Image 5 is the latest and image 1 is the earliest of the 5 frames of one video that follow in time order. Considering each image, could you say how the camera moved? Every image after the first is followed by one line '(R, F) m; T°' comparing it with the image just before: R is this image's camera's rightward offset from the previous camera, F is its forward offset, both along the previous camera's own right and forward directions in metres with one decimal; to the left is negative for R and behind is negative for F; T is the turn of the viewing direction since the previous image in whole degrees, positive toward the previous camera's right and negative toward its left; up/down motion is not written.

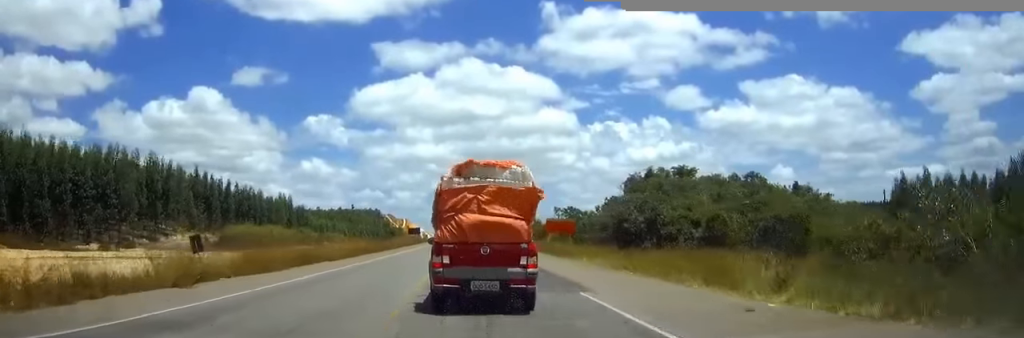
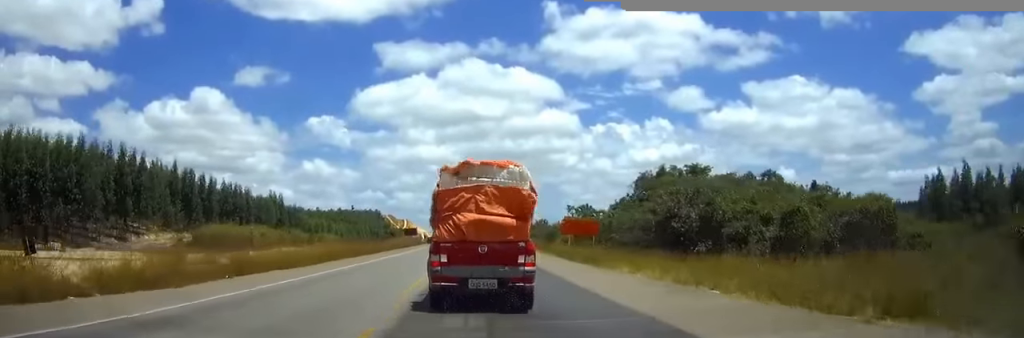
(0.0, +8.3) m; 0°
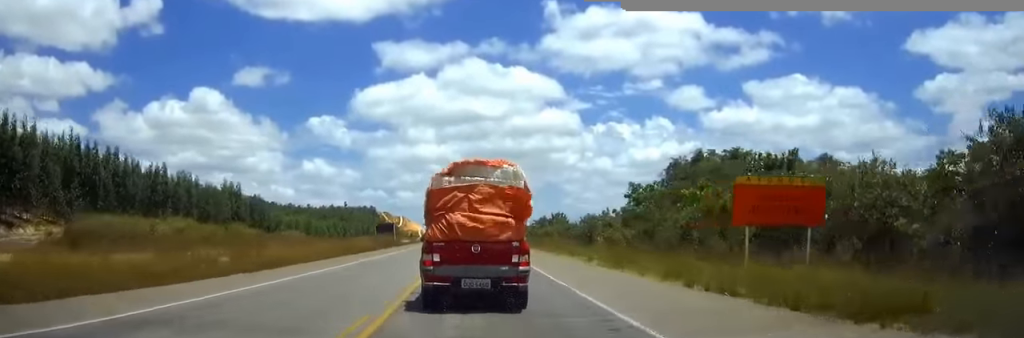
(0.0, +25.0) m; 0°
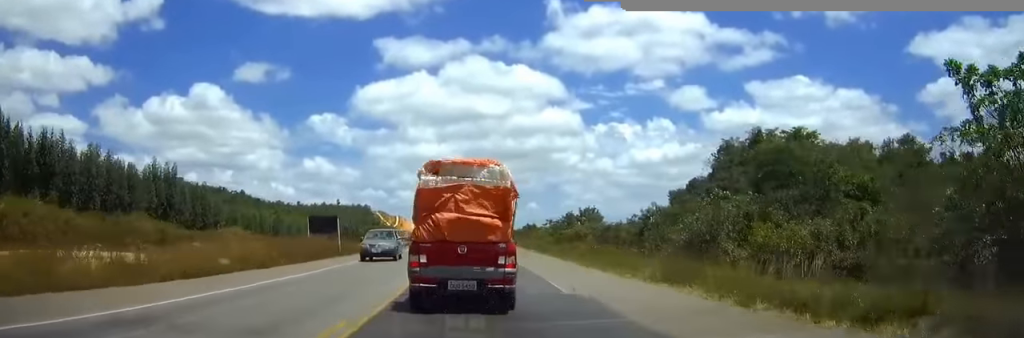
(0.0, +26.4) m; 0°
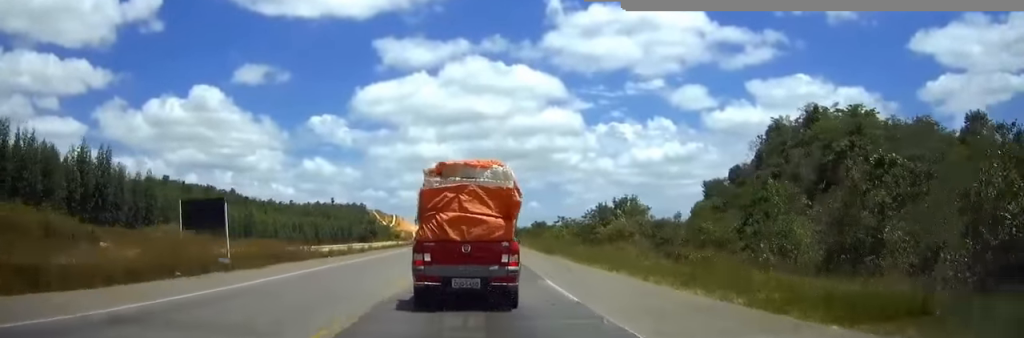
(0.0, +17.7) m; 0°
